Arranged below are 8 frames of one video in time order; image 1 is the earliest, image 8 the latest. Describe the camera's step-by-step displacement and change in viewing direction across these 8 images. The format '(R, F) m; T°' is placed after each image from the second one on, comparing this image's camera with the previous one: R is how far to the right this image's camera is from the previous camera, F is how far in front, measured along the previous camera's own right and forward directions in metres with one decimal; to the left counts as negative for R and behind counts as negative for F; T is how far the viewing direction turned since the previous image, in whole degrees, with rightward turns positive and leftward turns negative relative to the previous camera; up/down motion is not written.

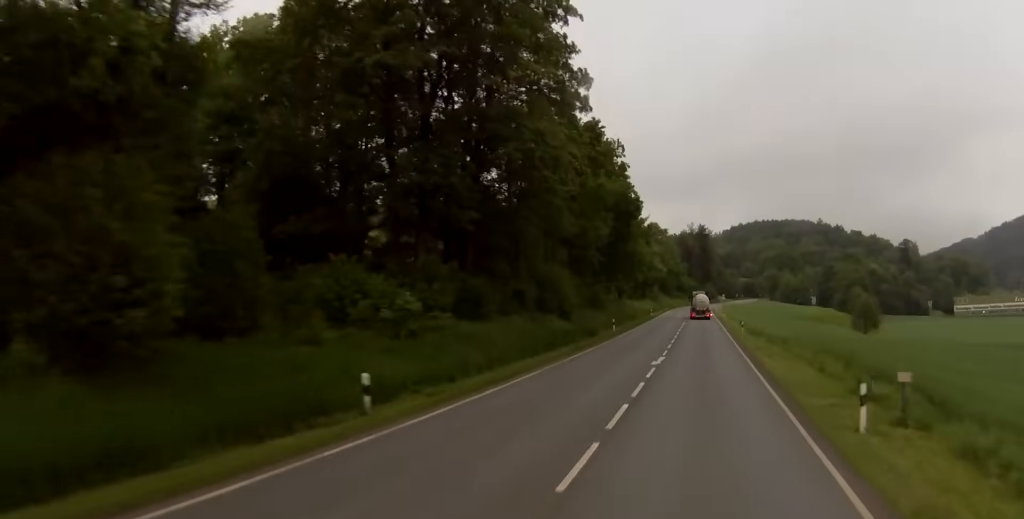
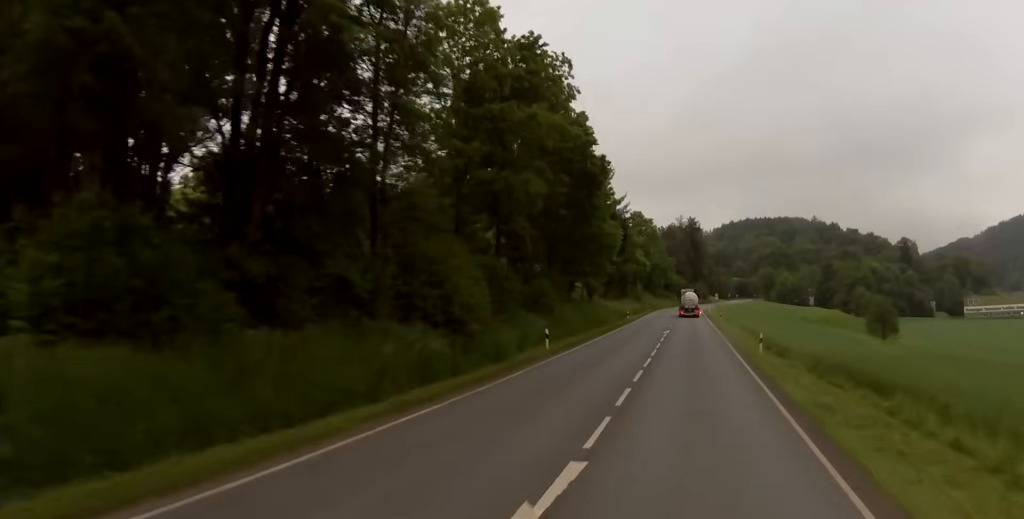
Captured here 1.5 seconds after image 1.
(+0.6, +26.7) m; +2°
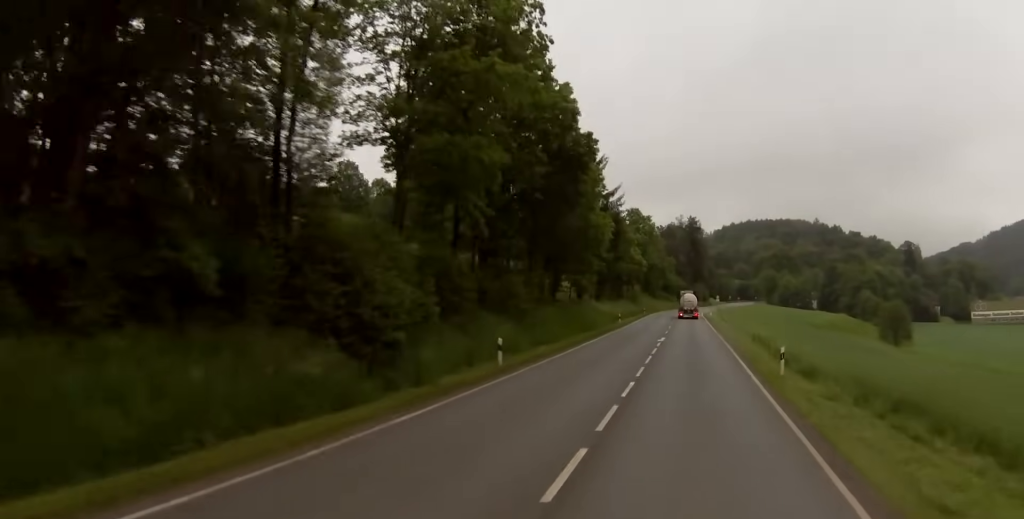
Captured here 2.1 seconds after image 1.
(0.0, +9.8) m; 0°
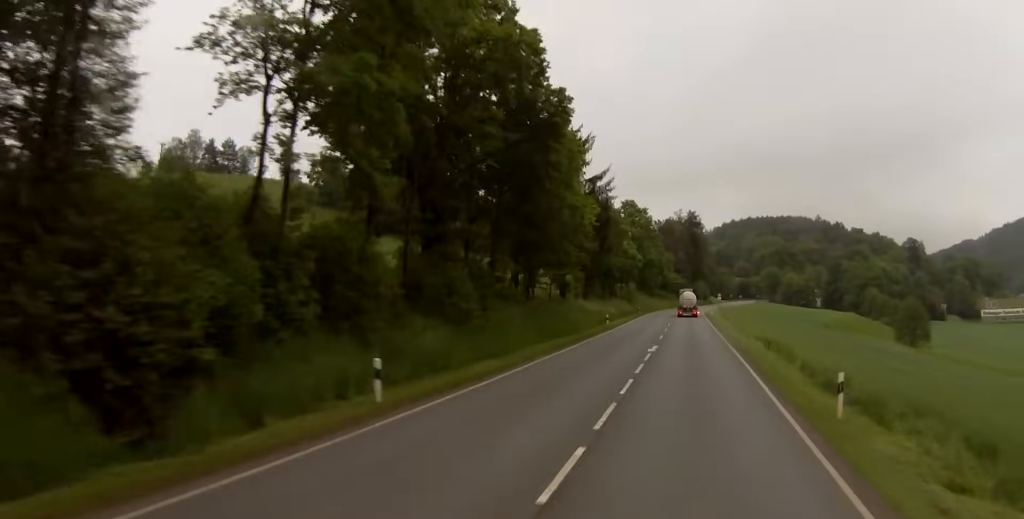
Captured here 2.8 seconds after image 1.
(+0.1, +12.1) m; -1°
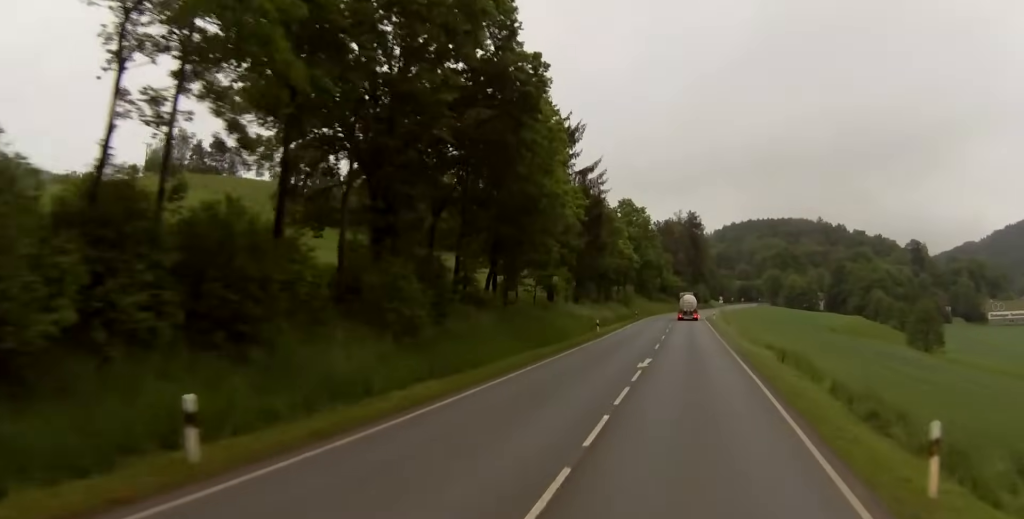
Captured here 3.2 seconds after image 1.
(-0.1, +7.5) m; 0°
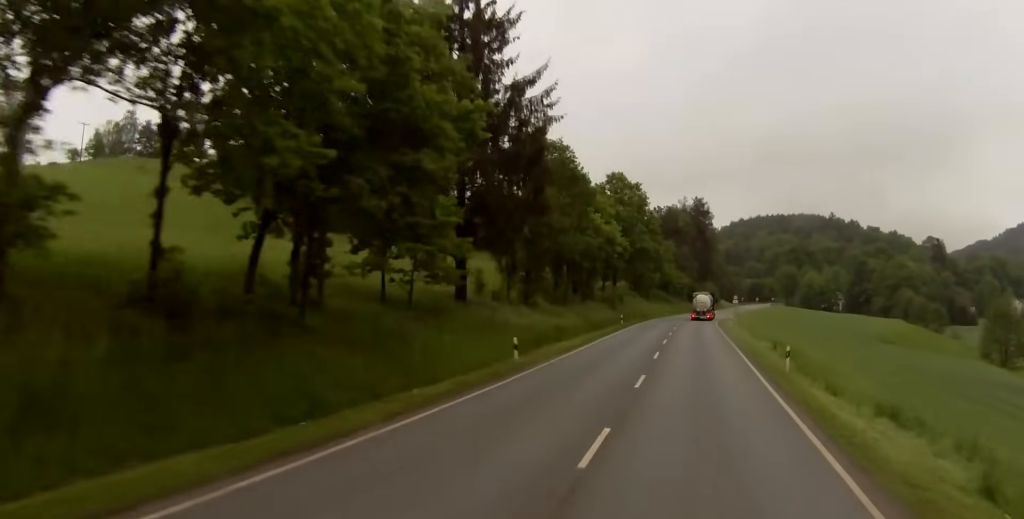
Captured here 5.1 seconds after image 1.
(0.0, +31.9) m; +1°
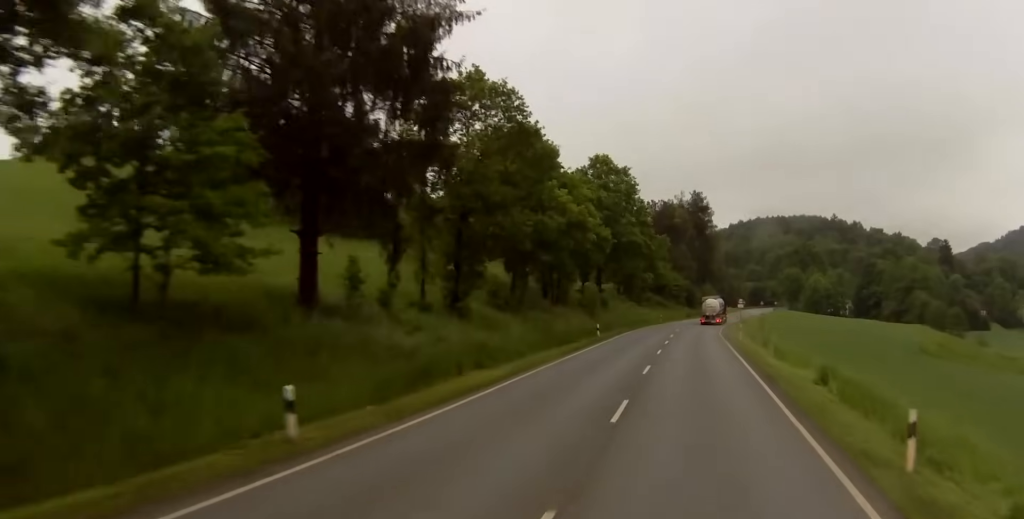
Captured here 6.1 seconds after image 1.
(0.0, +18.6) m; 0°
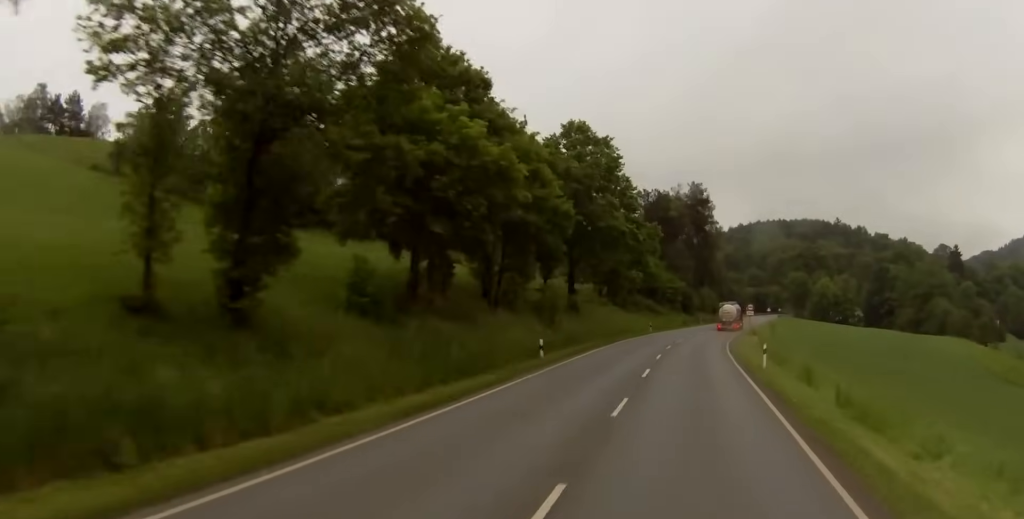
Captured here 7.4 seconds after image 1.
(-0.2, +22.1) m; -1°
